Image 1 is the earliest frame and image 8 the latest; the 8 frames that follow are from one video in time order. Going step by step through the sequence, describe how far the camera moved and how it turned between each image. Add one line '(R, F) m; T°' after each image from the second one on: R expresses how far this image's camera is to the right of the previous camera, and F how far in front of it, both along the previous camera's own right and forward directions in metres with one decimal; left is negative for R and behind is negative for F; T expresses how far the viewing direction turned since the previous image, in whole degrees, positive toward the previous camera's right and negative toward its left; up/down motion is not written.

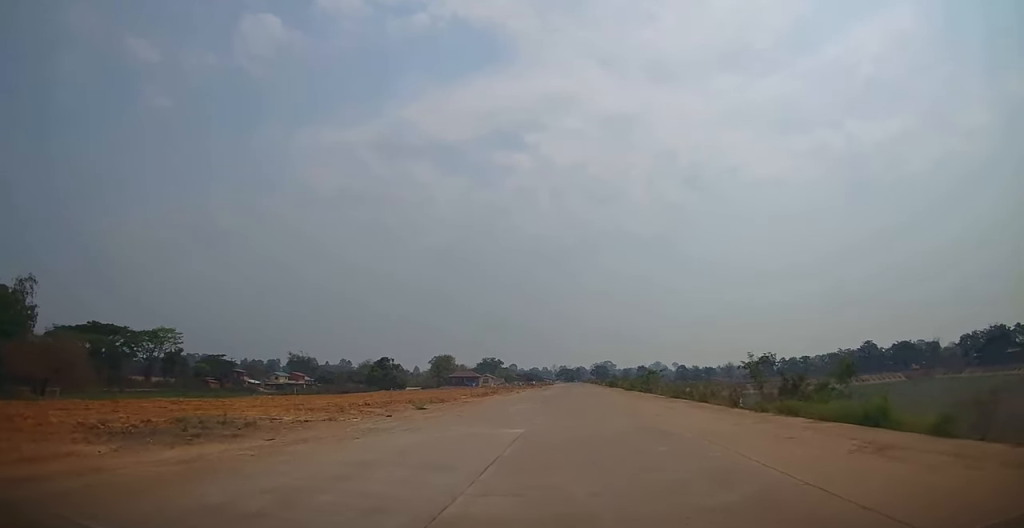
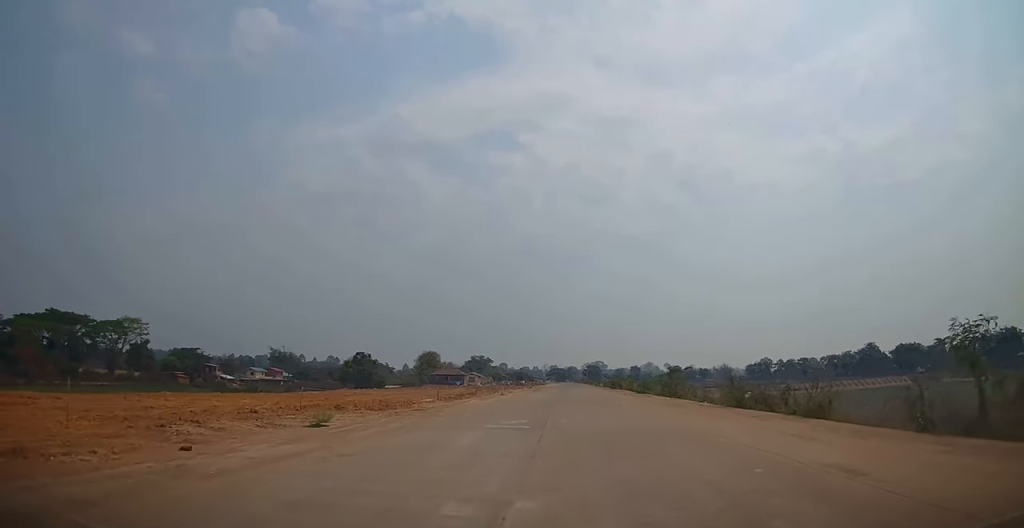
(-0.1, +12.0) m; +1°
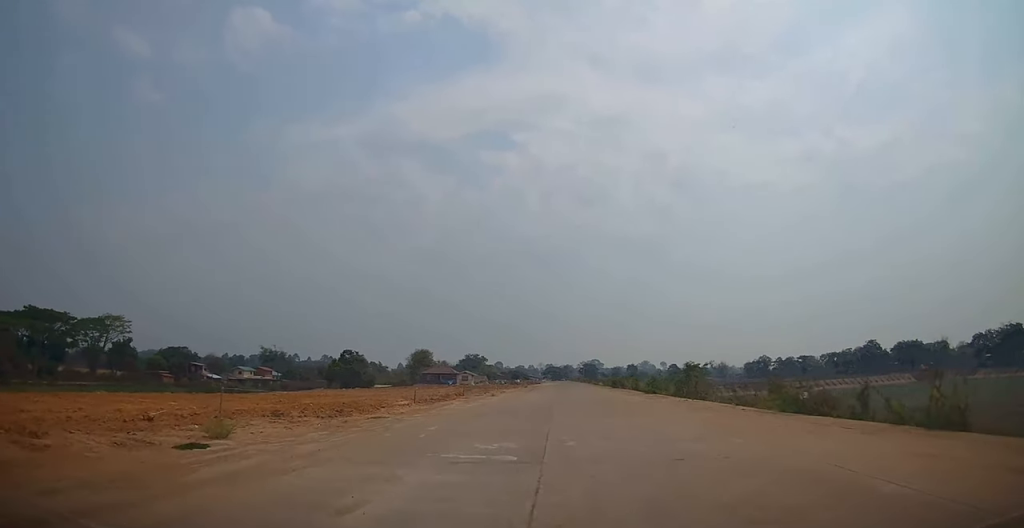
(+0.2, +5.8) m; +1°
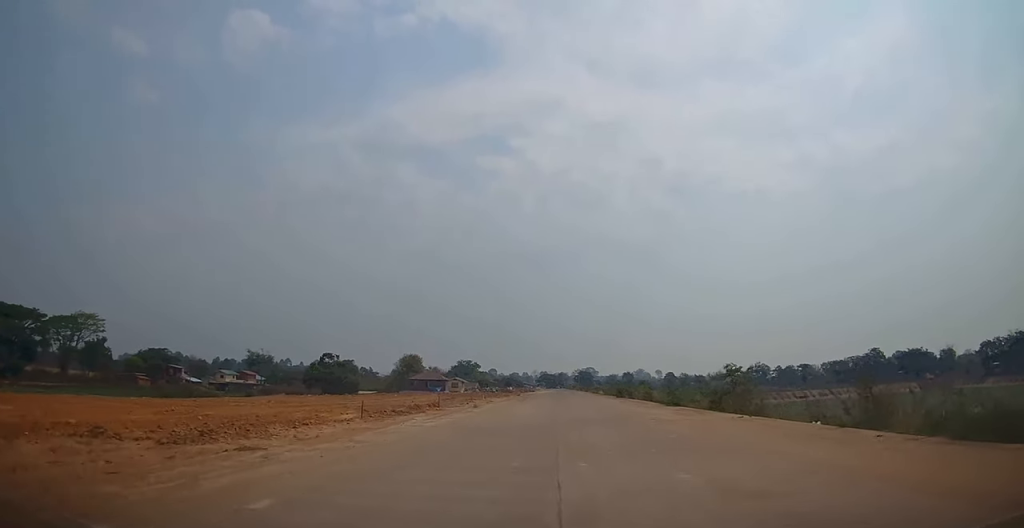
(+0.1, +8.6) m; +1°
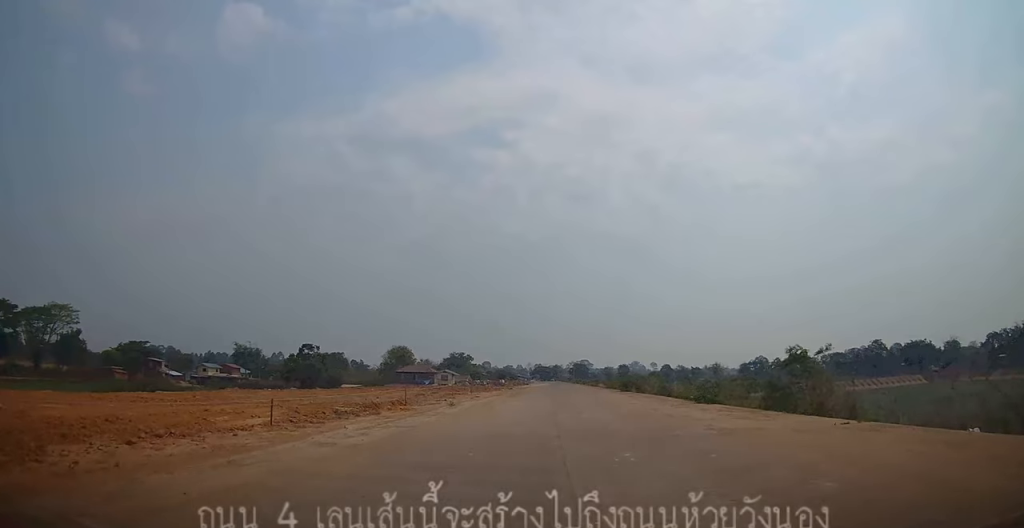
(0.0, +7.6) m; 0°
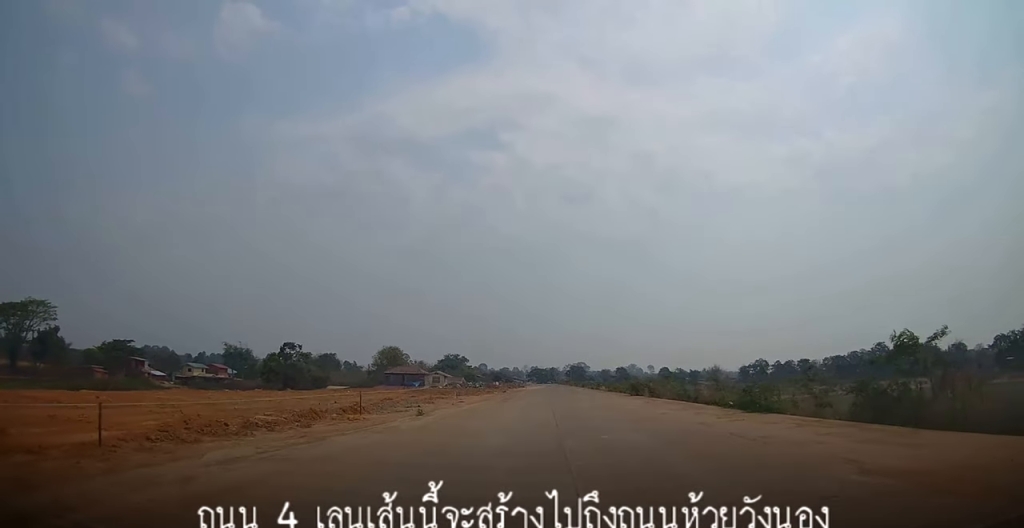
(0.0, +6.7) m; +1°
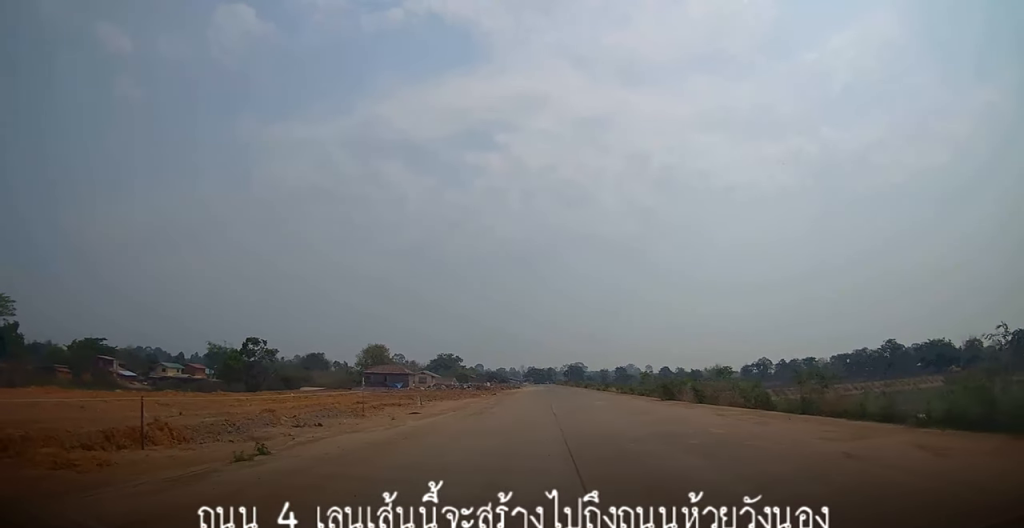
(+0.4, +12.8) m; +1°
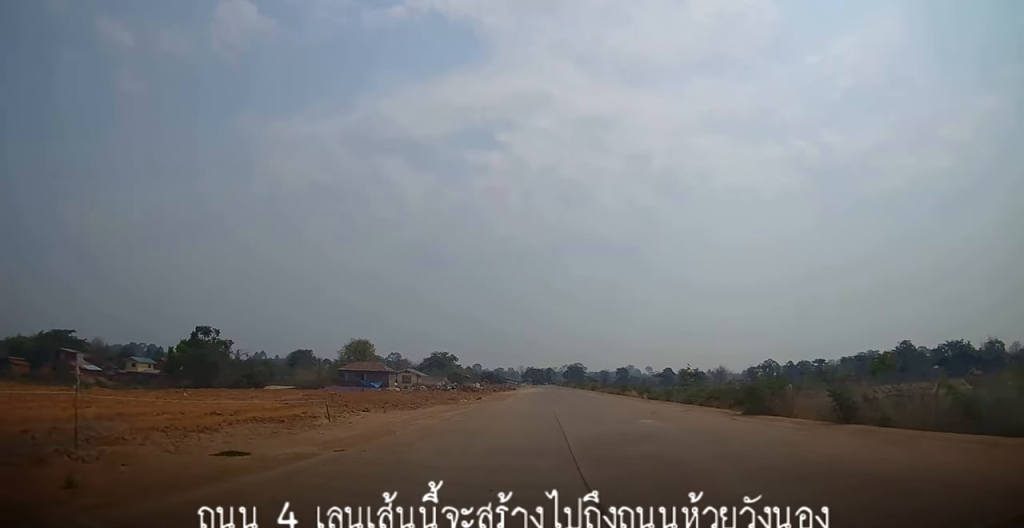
(-0.3, +14.2) m; -2°
